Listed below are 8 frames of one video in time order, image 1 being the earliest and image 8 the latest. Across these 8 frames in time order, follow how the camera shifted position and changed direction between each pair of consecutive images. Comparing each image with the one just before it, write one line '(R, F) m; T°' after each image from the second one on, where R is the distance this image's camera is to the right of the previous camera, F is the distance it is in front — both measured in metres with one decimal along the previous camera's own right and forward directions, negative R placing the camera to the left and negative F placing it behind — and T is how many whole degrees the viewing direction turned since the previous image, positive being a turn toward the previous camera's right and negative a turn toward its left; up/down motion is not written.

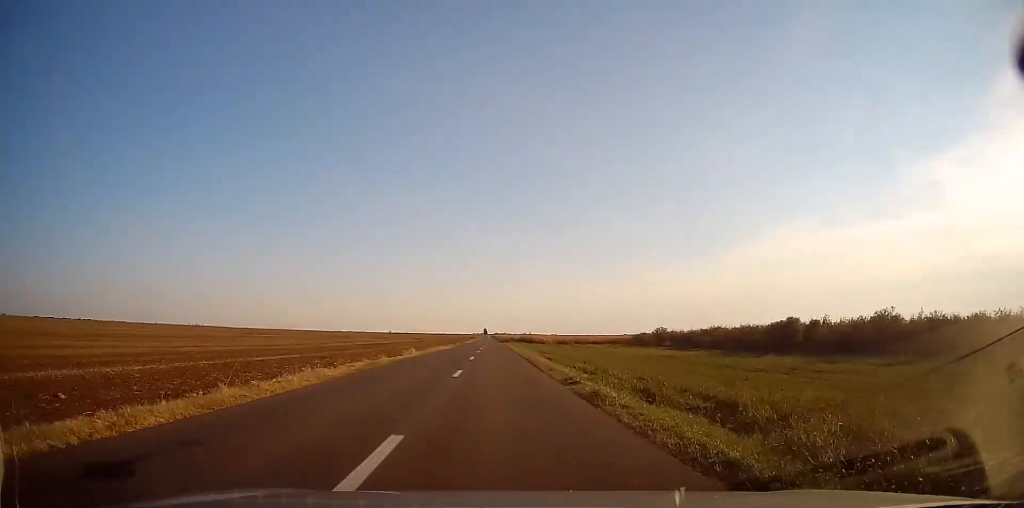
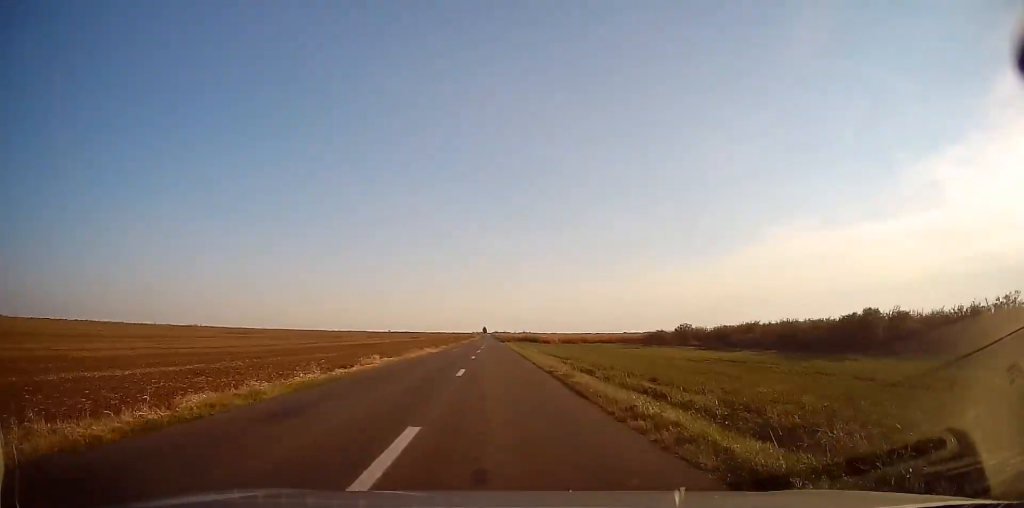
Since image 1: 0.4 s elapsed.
(0.0, +11.1) m; 0°
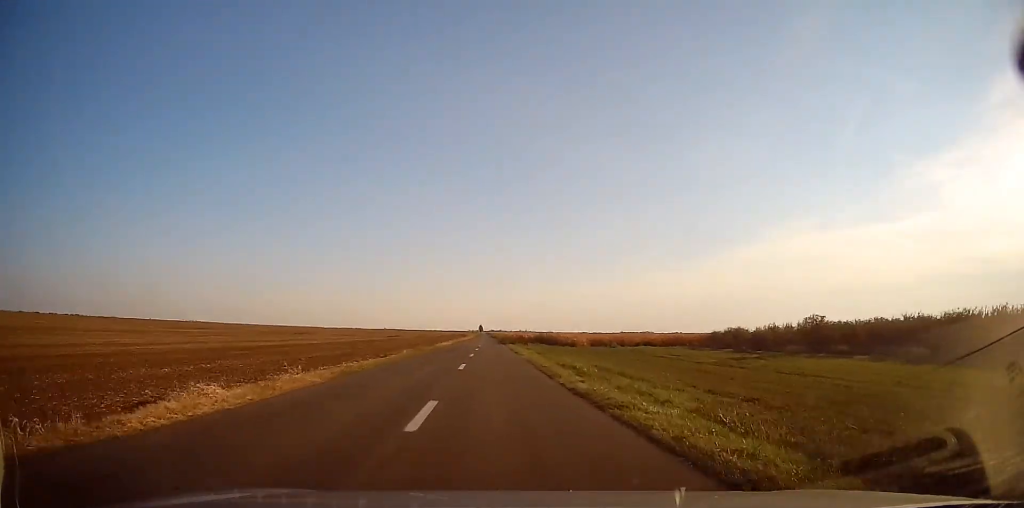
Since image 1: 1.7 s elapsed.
(+0.1, +32.9) m; +1°
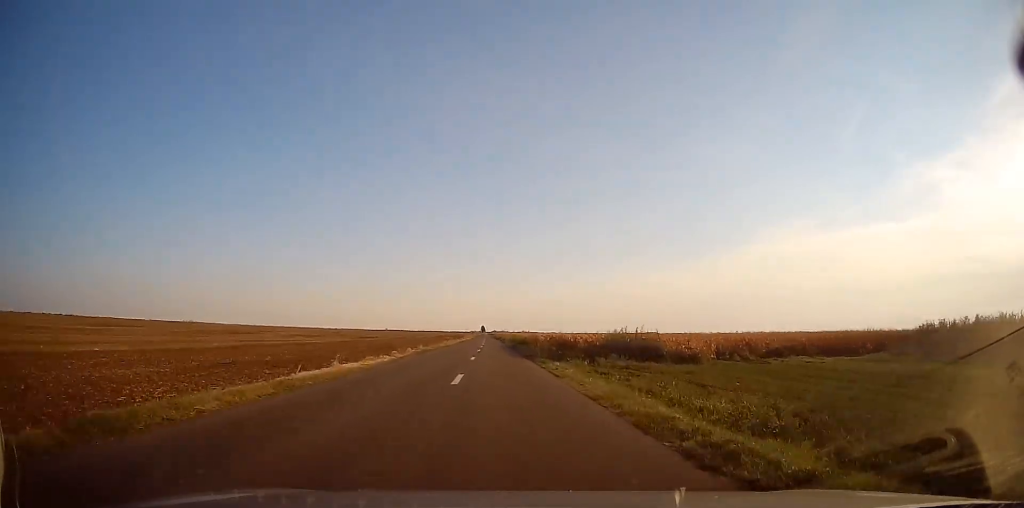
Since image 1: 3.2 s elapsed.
(+0.1, +40.1) m; 0°
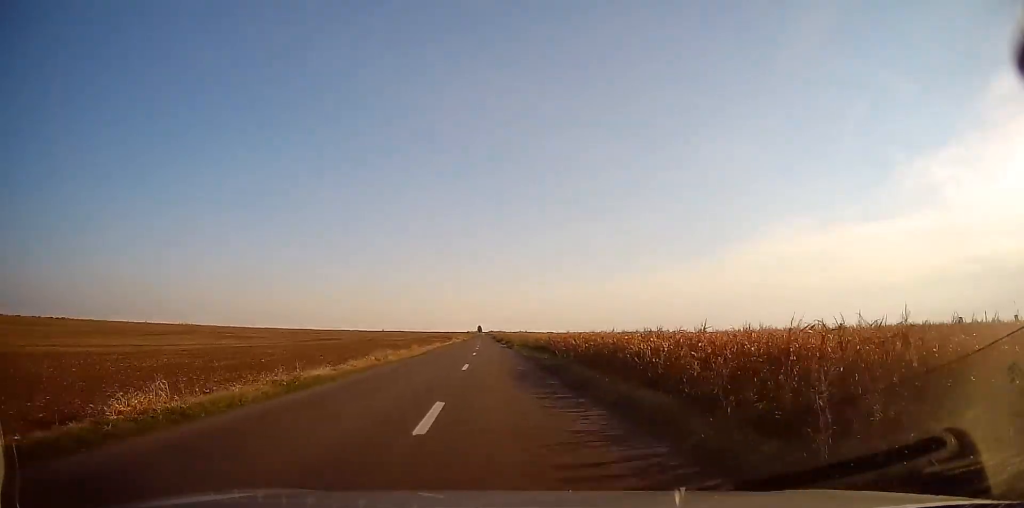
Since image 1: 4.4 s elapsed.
(-0.2, +30.6) m; 0°
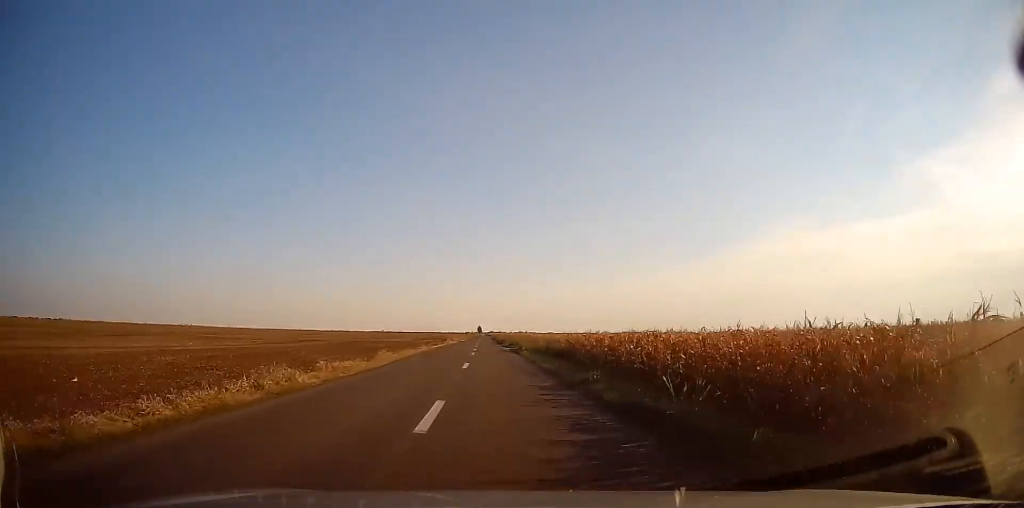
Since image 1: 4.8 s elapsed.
(0.0, +11.5) m; 0°
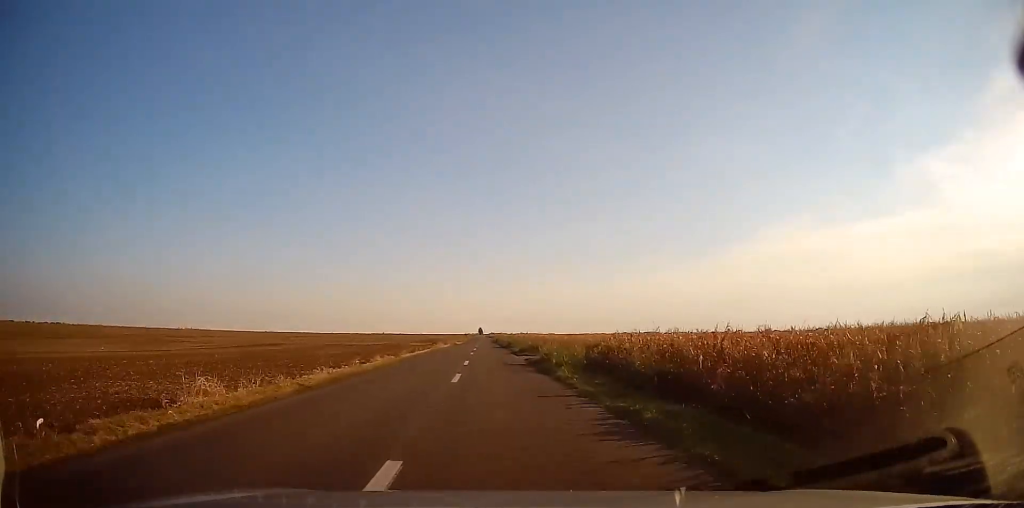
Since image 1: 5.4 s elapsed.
(+0.1, +16.8) m; 0°
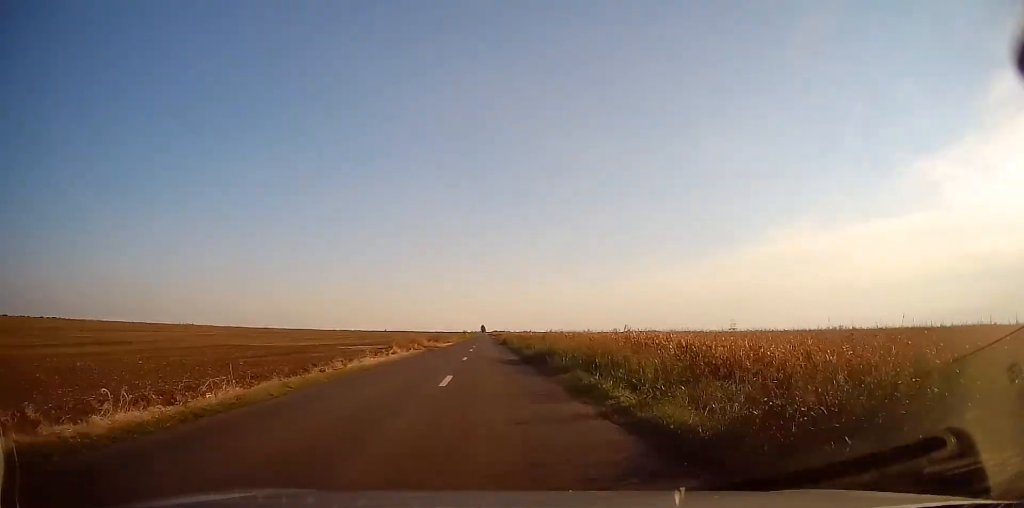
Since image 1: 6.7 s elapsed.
(+0.1, +33.3) m; 0°
